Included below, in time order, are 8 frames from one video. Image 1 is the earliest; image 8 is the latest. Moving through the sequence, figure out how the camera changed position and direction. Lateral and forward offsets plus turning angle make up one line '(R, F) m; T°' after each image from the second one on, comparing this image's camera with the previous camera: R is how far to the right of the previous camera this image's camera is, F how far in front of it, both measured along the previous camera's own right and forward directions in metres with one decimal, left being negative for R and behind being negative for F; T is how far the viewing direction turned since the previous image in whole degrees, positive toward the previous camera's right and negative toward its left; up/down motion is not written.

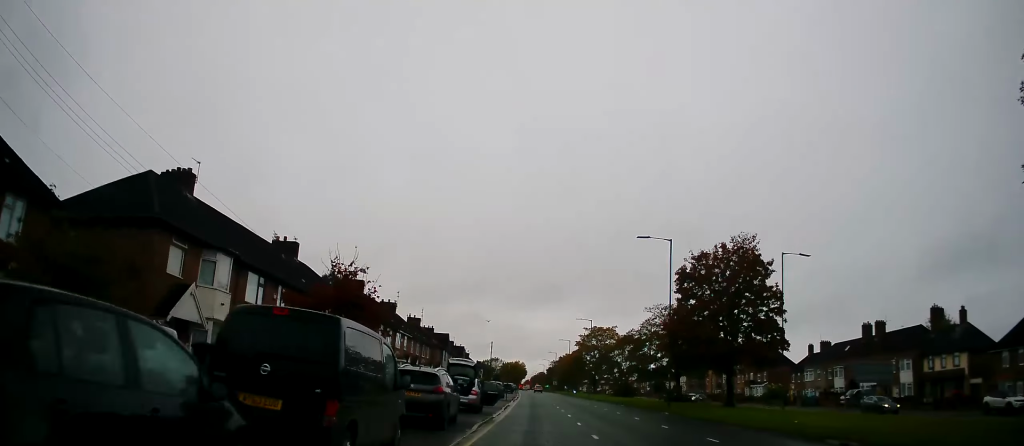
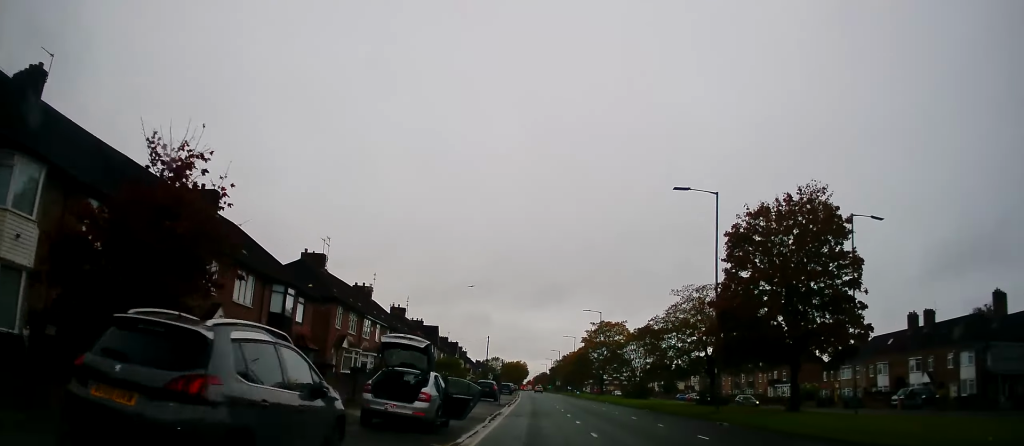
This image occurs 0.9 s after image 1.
(+0.2, +11.1) m; 0°
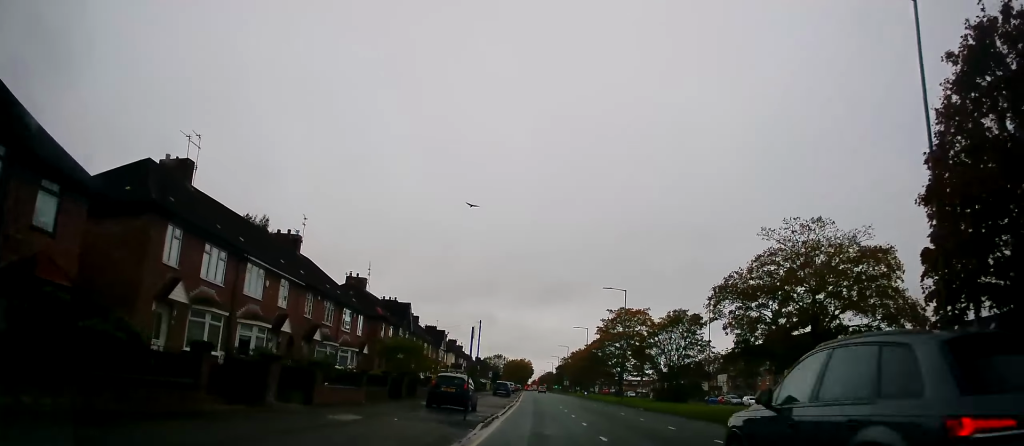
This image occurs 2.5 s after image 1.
(-0.2, +19.3) m; -1°
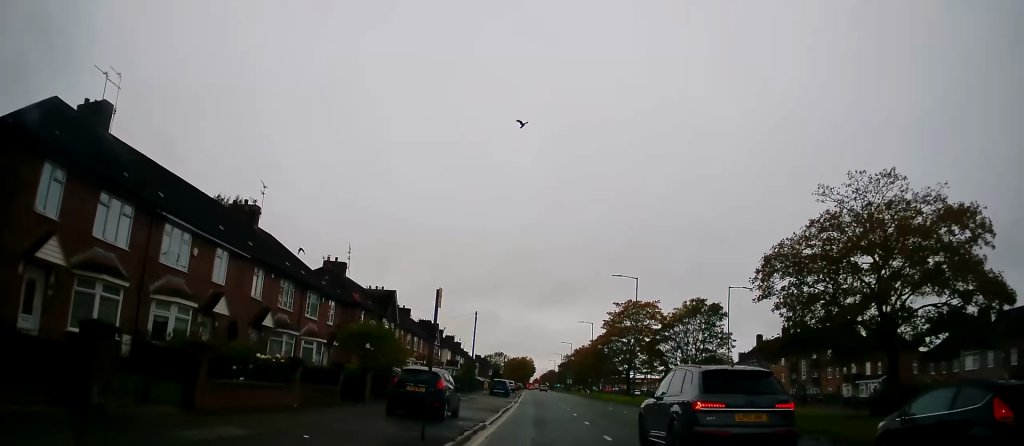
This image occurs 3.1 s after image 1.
(0.0, +6.5) m; 0°
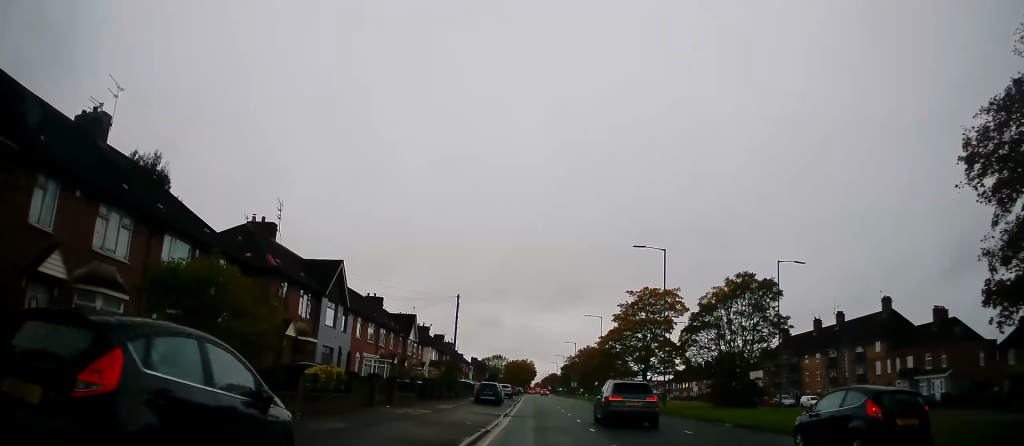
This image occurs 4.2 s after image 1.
(0.0, +13.8) m; -2°
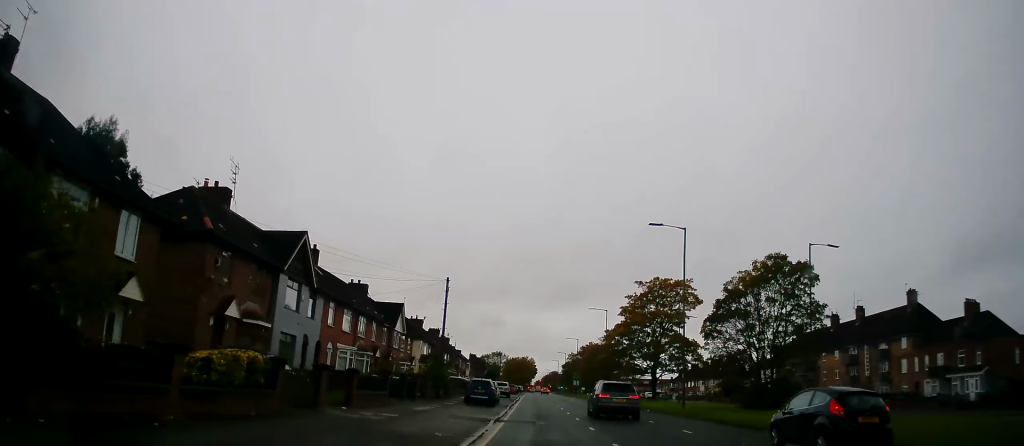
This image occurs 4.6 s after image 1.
(-0.2, +6.0) m; 0°
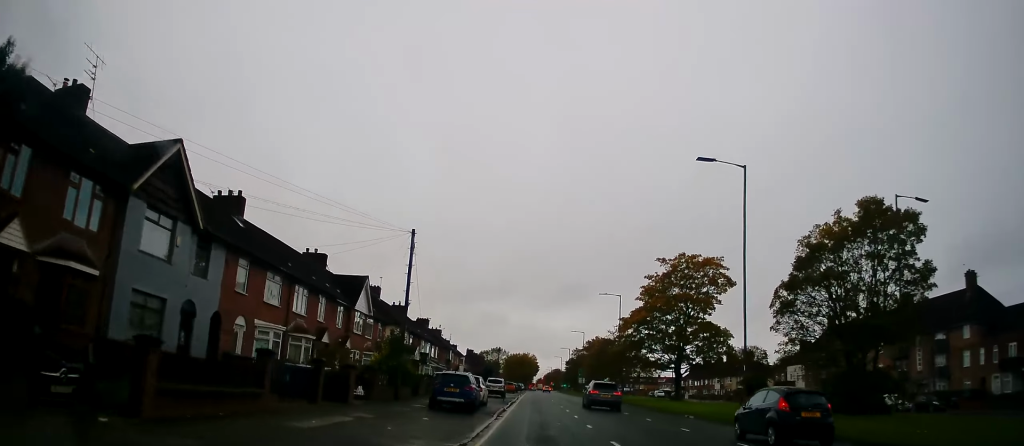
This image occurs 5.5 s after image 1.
(-0.1, +11.6) m; +1°
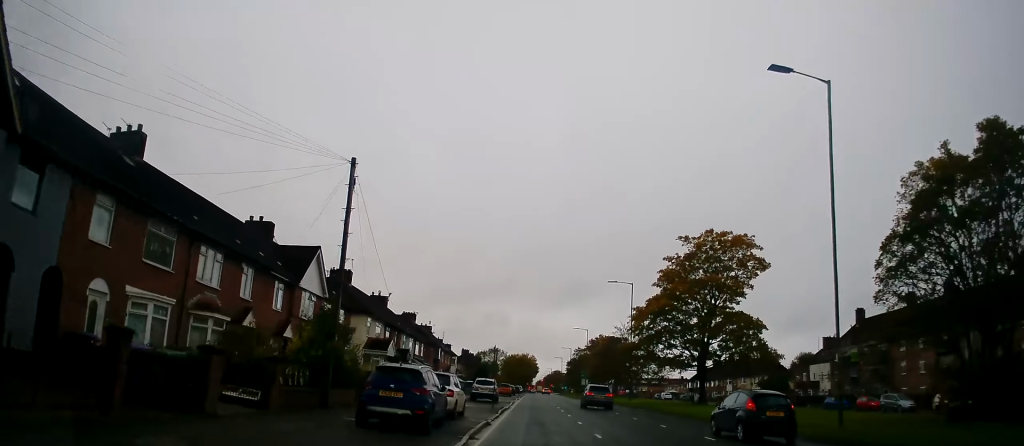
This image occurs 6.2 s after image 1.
(+0.5, +9.1) m; 0°
